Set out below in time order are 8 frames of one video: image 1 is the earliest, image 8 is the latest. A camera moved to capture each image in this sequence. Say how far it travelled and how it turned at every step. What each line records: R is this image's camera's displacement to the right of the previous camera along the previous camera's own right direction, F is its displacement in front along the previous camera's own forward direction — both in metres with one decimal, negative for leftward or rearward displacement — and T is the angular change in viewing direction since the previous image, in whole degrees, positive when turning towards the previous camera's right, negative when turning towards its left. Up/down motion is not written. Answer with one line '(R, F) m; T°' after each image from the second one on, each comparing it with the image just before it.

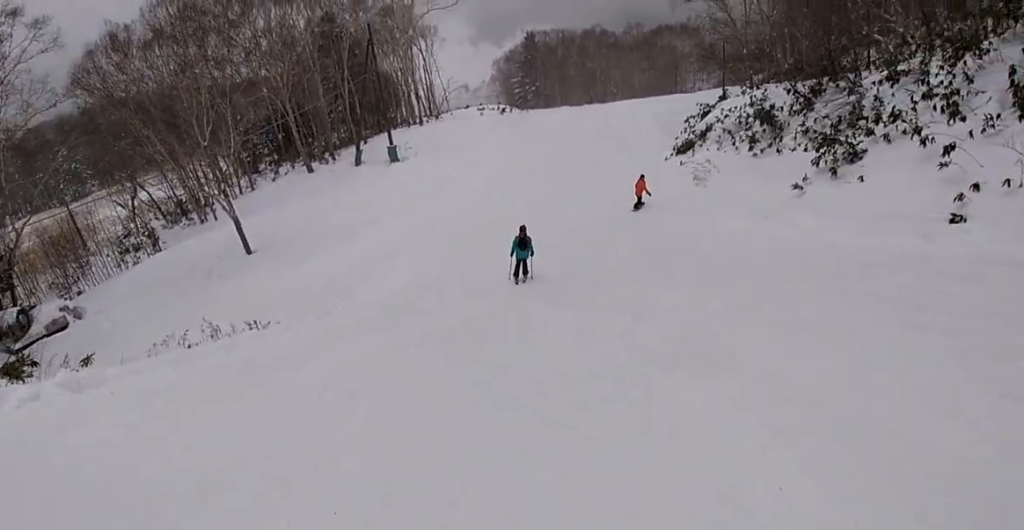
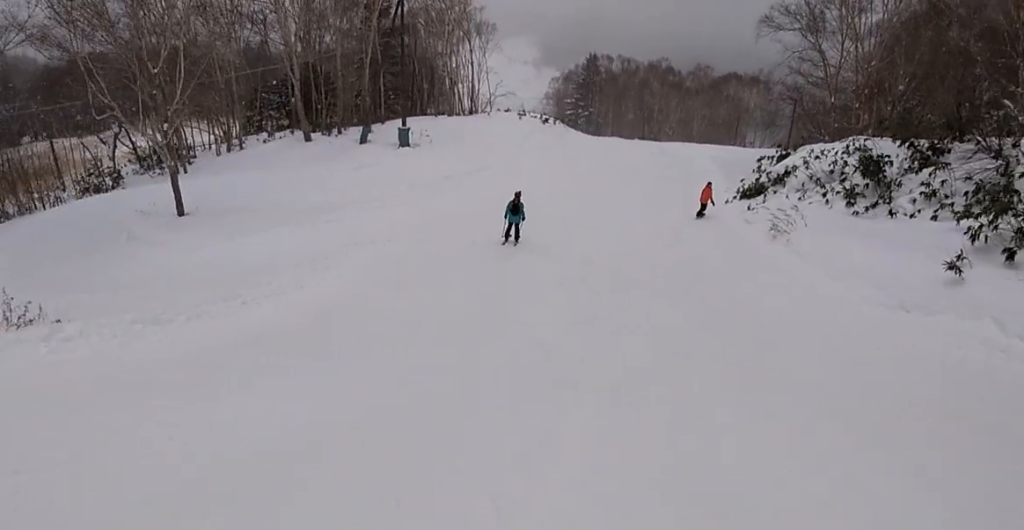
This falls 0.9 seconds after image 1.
(+0.1, +7.3) m; +3°
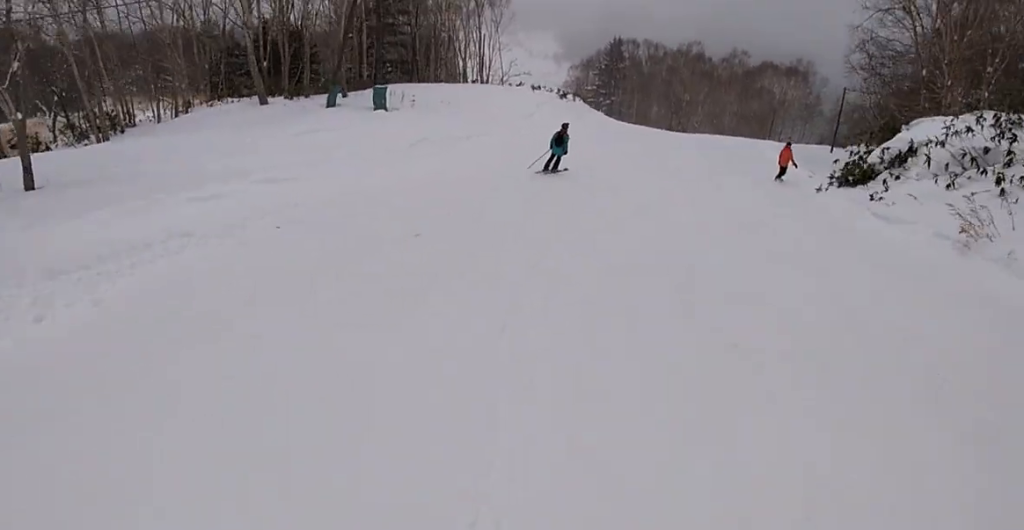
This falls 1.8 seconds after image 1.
(+0.2, +7.4) m; +4°
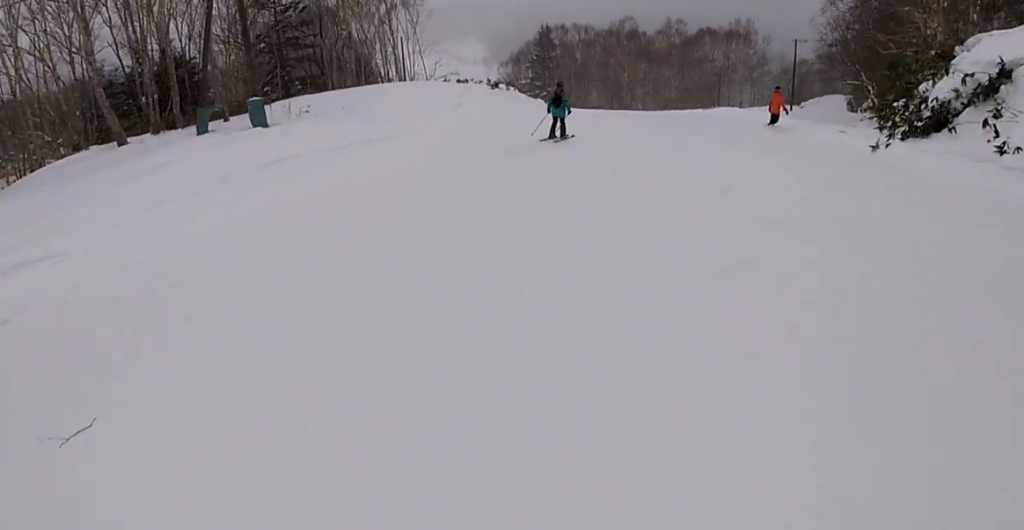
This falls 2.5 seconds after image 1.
(+0.3, +6.0) m; +3°
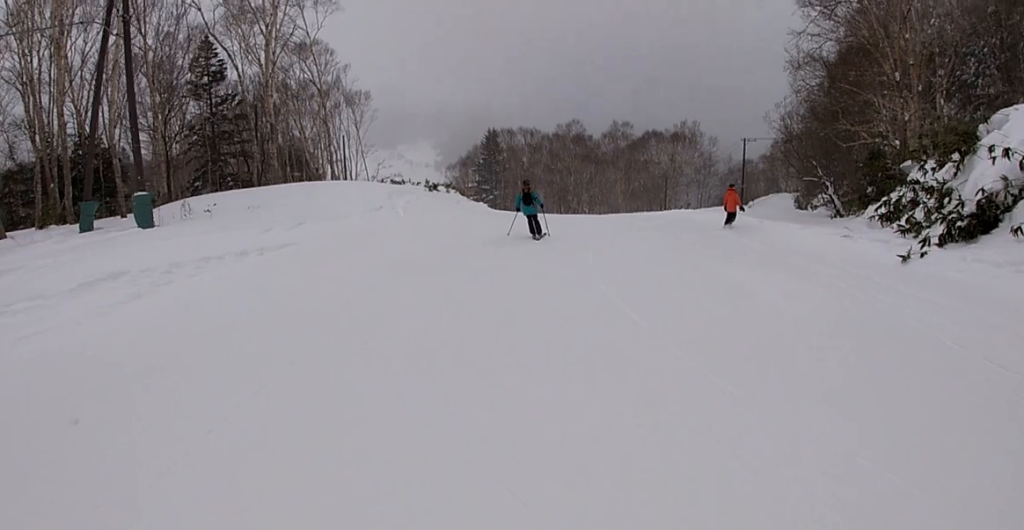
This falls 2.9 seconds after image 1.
(0.0, +3.7) m; -1°
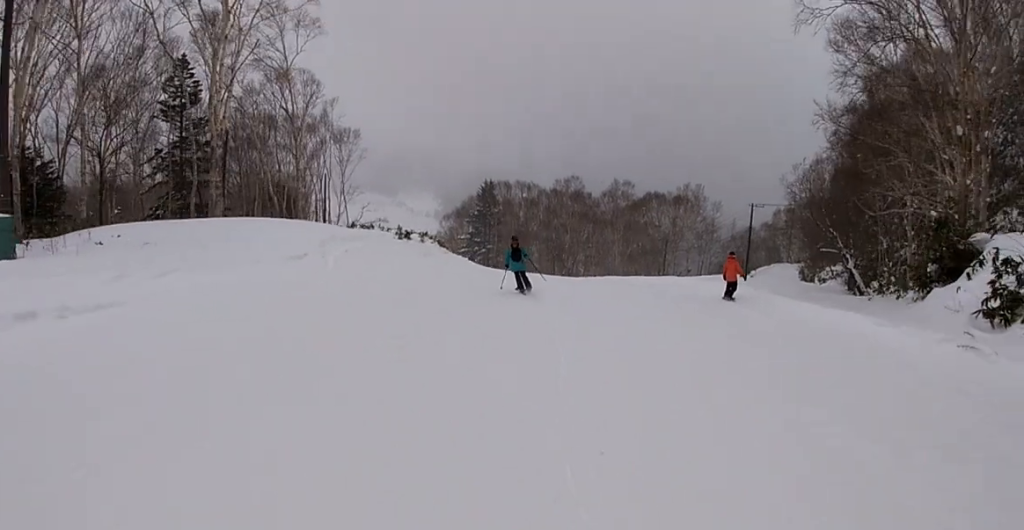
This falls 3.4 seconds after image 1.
(+0.1, +4.9) m; -2°
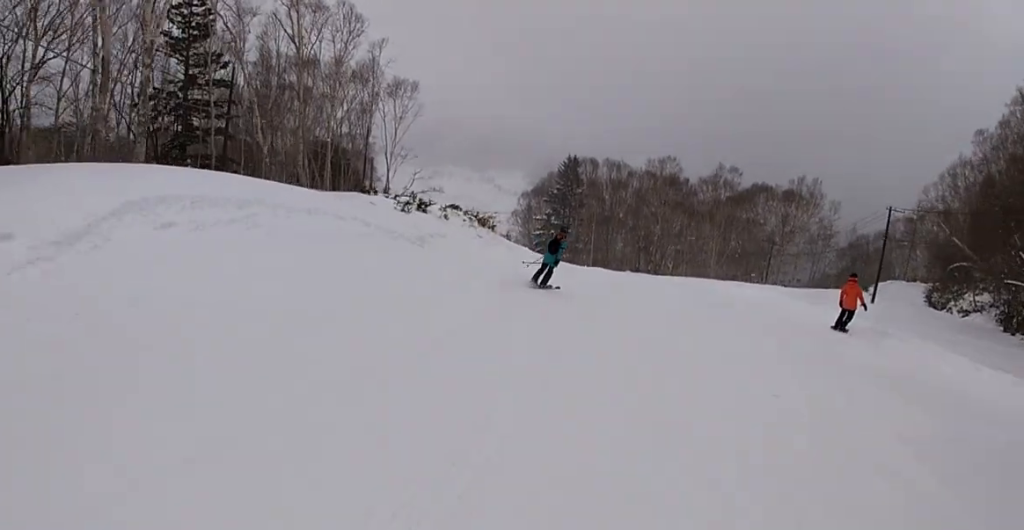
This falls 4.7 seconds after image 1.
(-0.5, +10.1) m; +2°
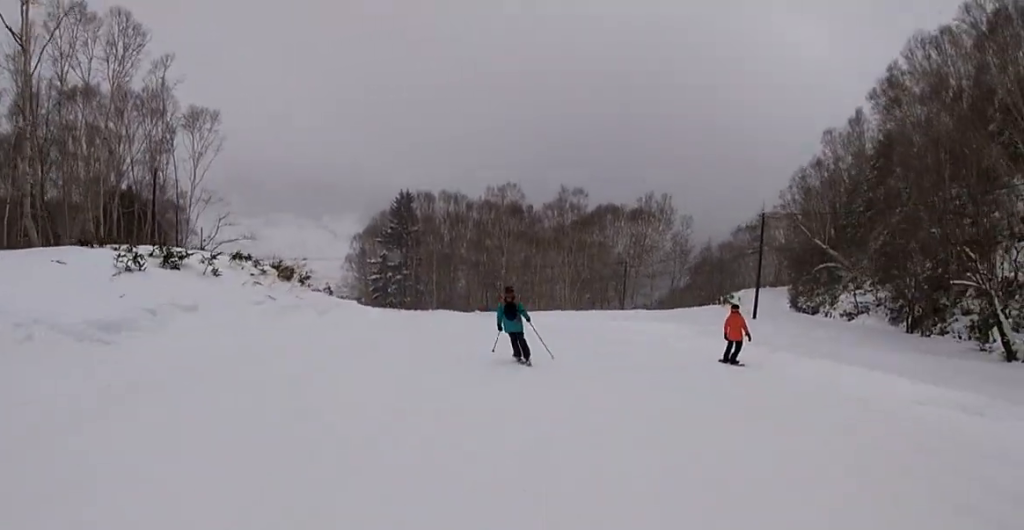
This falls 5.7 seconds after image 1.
(+0.9, +7.8) m; +7°
